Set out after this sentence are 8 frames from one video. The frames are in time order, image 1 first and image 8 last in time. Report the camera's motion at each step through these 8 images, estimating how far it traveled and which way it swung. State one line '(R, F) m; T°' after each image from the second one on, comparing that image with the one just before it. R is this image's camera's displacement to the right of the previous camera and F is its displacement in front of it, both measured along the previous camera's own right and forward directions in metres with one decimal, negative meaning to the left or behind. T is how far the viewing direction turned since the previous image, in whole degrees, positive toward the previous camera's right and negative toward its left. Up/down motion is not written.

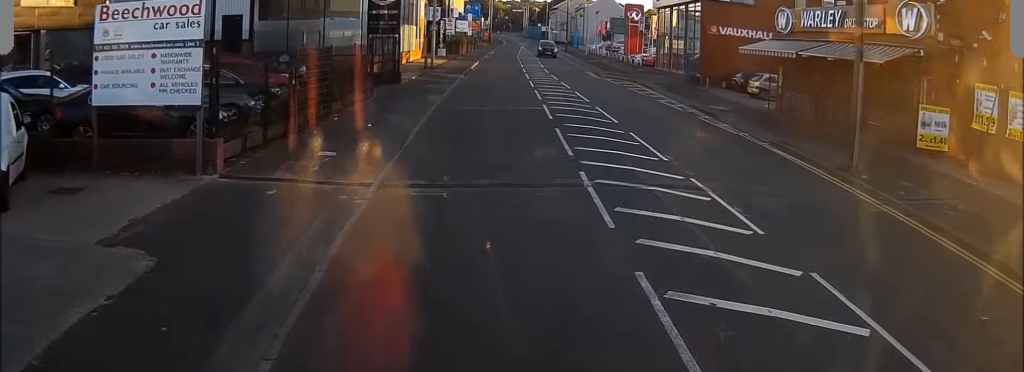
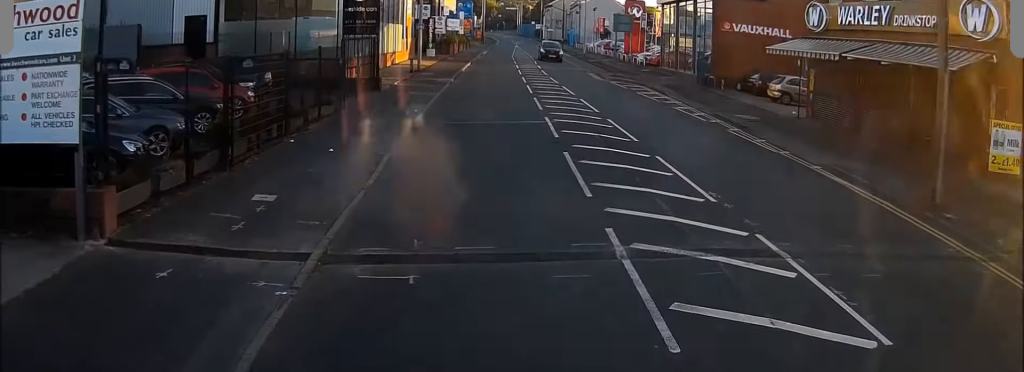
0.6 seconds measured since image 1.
(0.0, +4.1) m; 0°
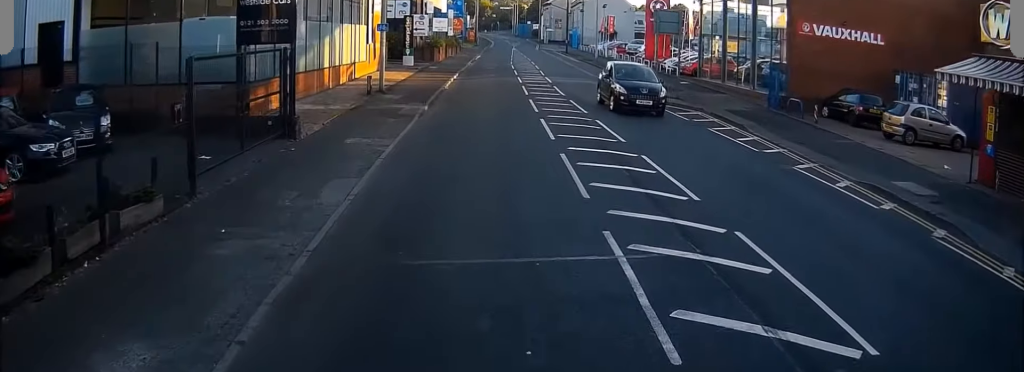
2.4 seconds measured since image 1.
(+0.5, +13.0) m; +4°
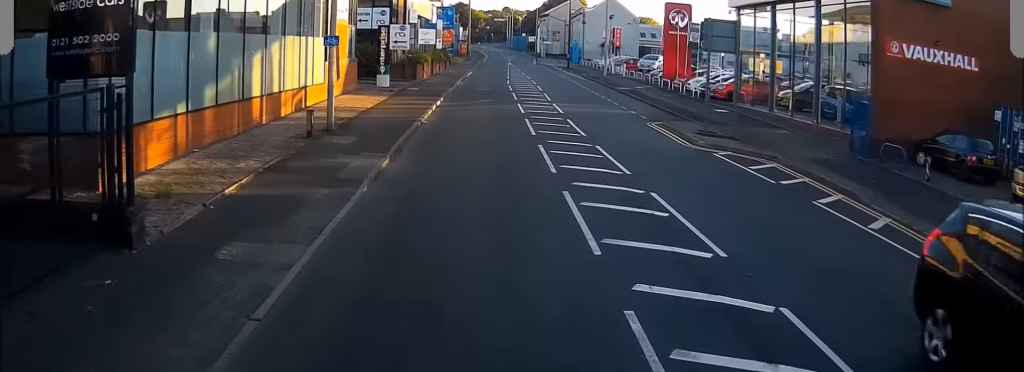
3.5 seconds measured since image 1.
(0.0, +7.5) m; 0°
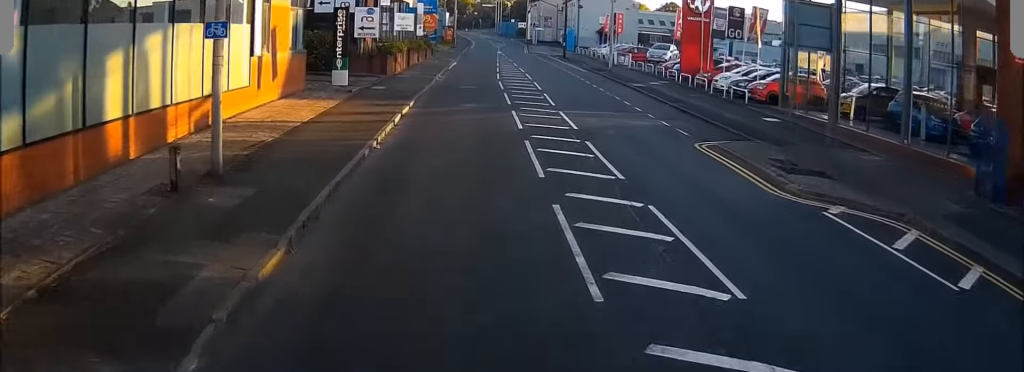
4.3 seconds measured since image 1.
(0.0, +6.5) m; 0°
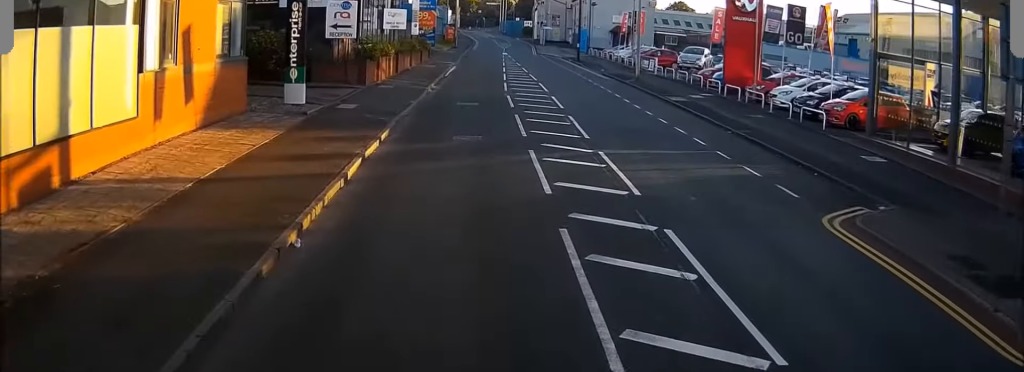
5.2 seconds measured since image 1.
(0.0, +6.7) m; -1°
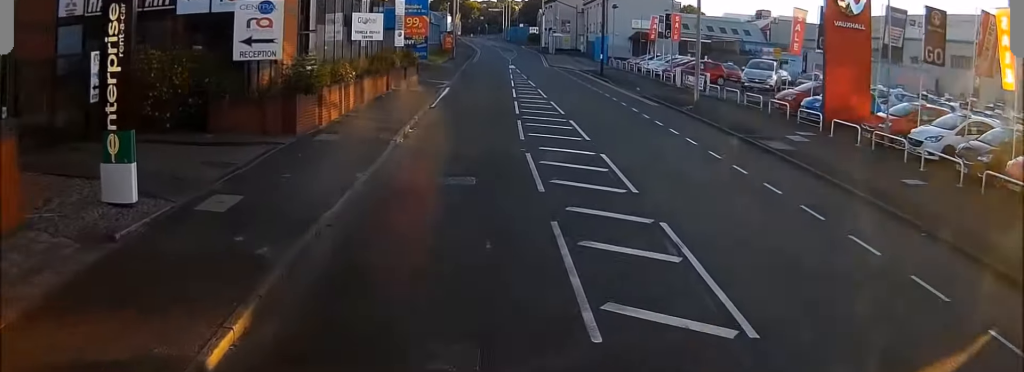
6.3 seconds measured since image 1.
(-0.2, +10.4) m; -2°
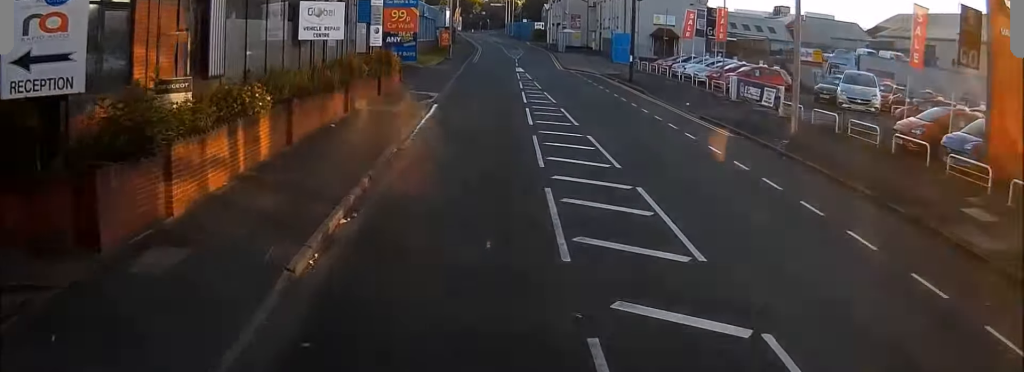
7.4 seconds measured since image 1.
(0.0, +9.6) m; -1°
